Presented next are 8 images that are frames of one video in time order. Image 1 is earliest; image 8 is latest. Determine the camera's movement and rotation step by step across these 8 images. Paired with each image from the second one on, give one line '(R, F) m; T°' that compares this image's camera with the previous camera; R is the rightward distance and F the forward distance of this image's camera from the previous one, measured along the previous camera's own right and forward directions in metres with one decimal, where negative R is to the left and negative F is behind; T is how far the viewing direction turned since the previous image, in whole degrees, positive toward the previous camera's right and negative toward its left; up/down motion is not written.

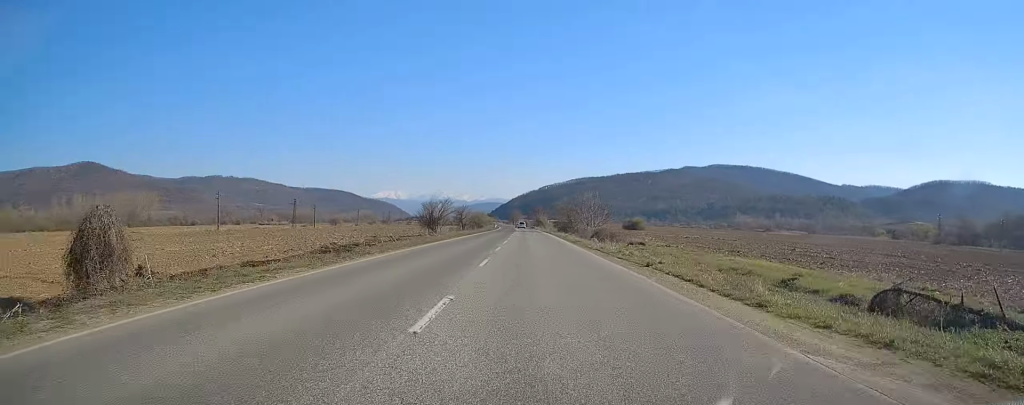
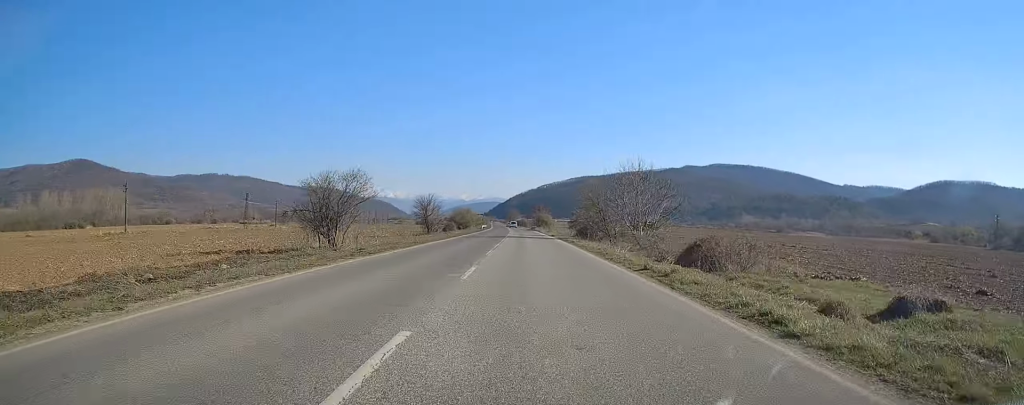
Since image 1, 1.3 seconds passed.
(+0.2, +38.8) m; 0°
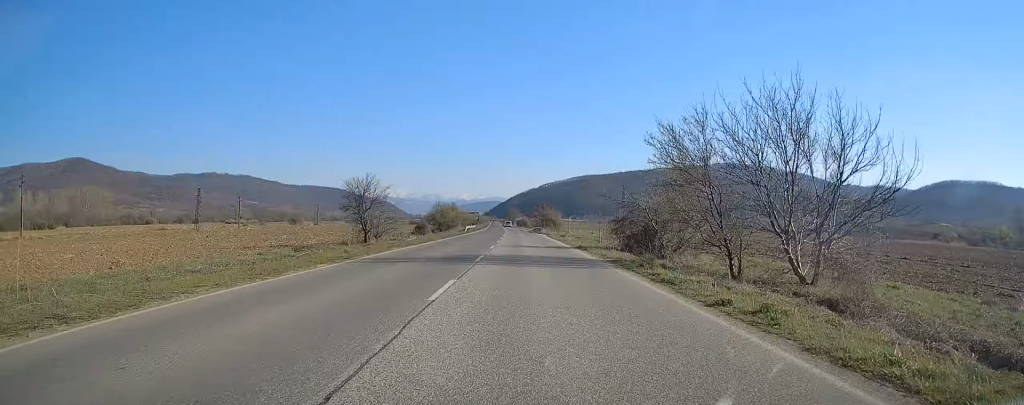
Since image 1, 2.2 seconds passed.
(-0.1, +30.1) m; 0°
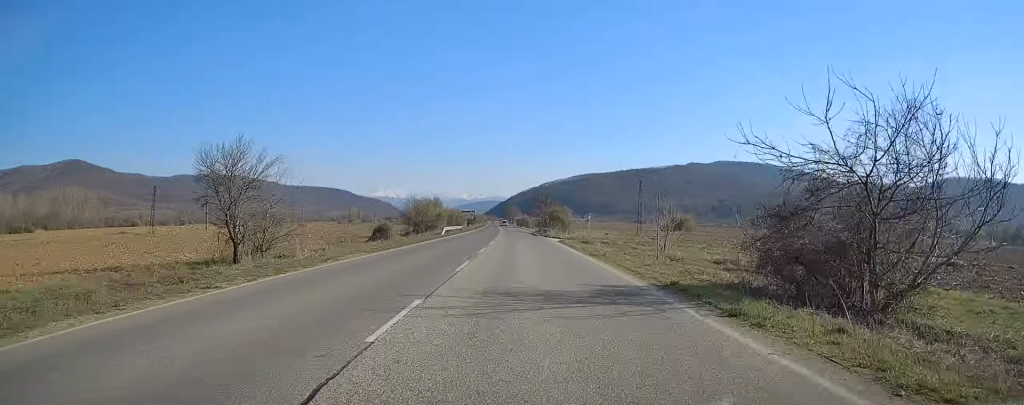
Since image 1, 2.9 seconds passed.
(0.0, +20.9) m; 0°
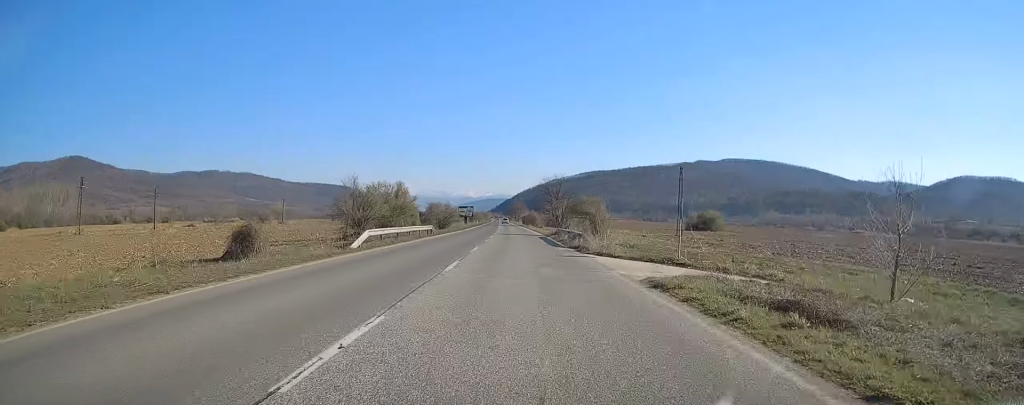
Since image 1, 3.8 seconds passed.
(0.0, +28.5) m; 0°
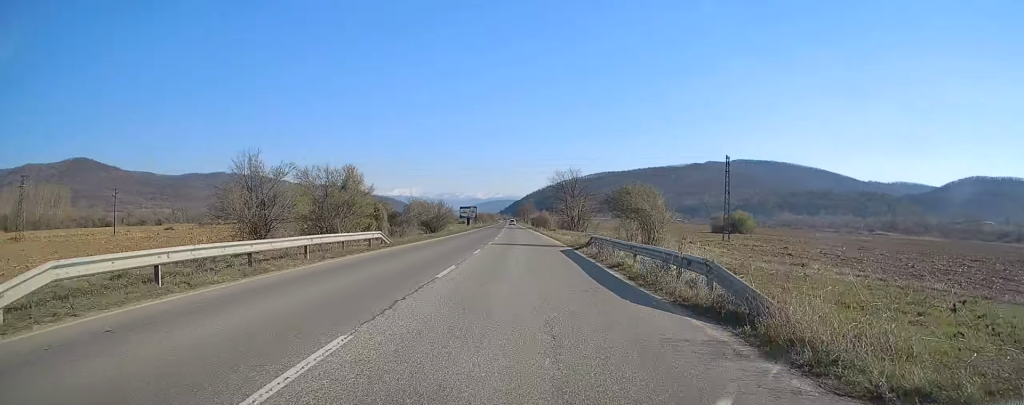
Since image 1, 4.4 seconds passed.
(+0.1, +19.0) m; -1°
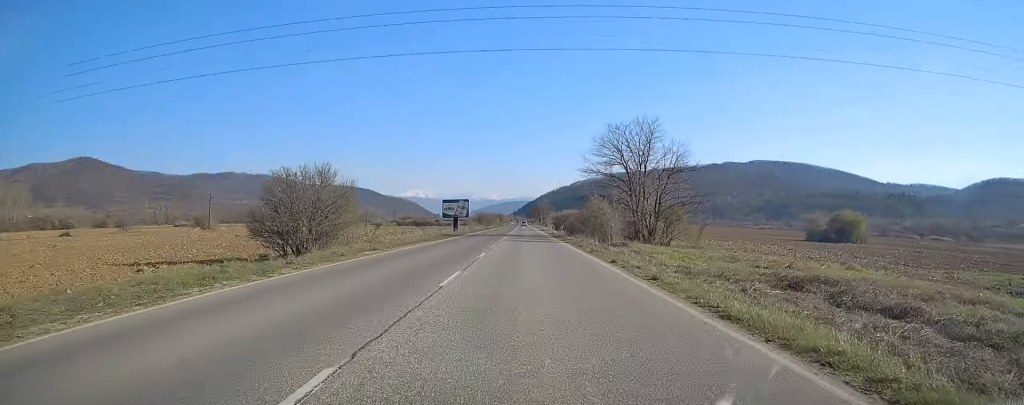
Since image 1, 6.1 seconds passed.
(-0.8, +55.4) m; -1°
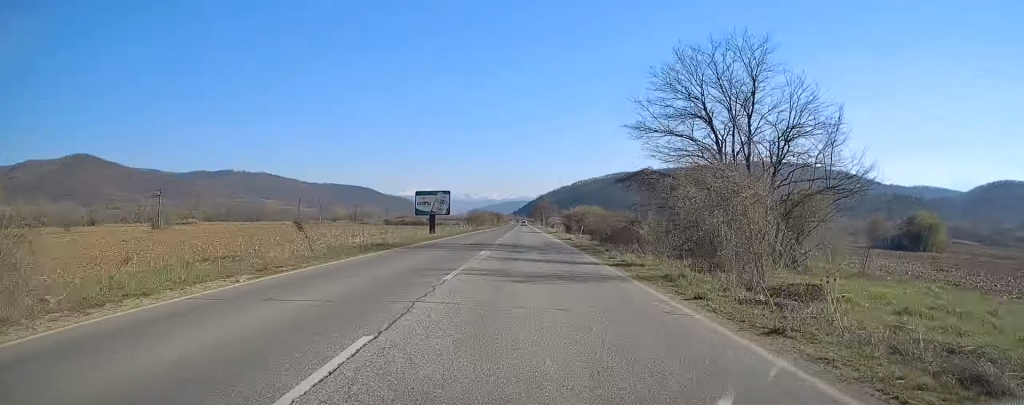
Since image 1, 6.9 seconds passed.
(-0.1, +25.9) m; 0°
